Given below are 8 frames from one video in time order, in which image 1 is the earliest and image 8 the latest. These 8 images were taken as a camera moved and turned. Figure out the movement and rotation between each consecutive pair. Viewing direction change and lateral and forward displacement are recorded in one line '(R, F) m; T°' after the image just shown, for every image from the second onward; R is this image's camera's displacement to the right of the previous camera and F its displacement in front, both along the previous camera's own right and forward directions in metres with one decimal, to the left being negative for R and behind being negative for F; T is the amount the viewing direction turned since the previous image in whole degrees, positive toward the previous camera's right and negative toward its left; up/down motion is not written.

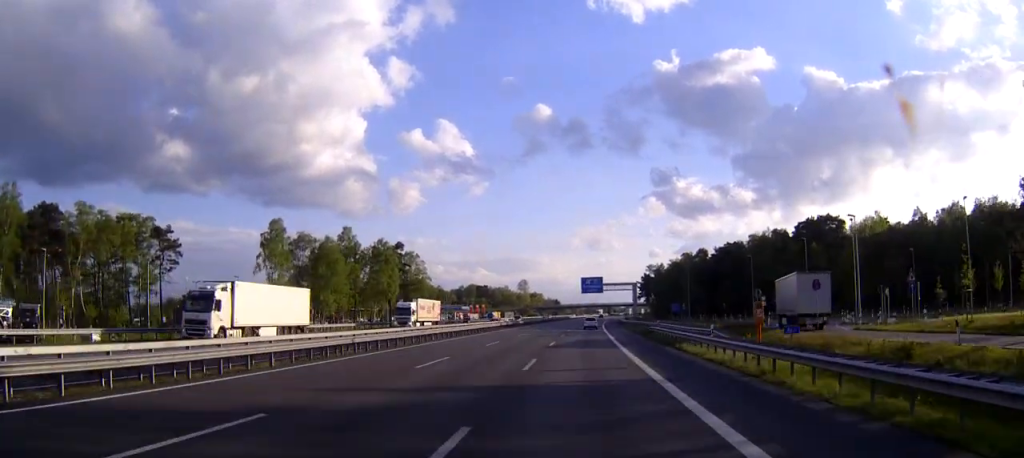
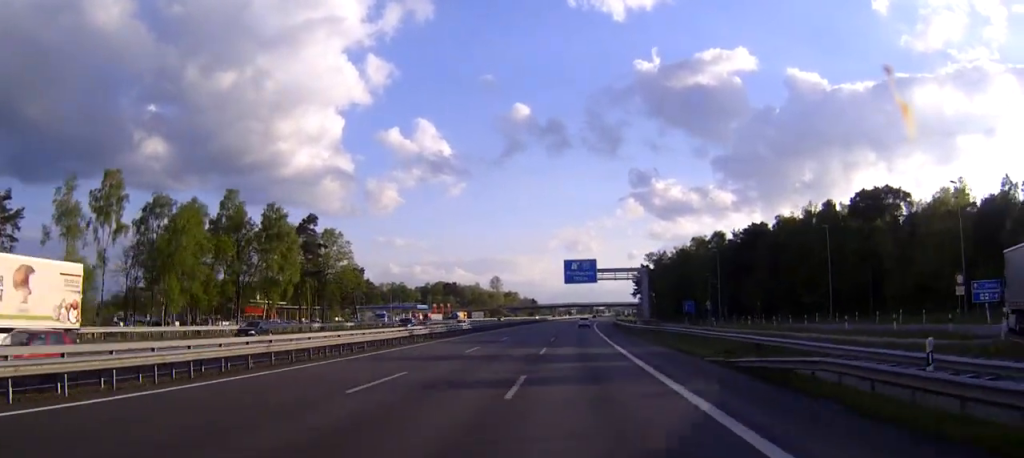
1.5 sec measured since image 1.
(+0.4, +43.6) m; +1°
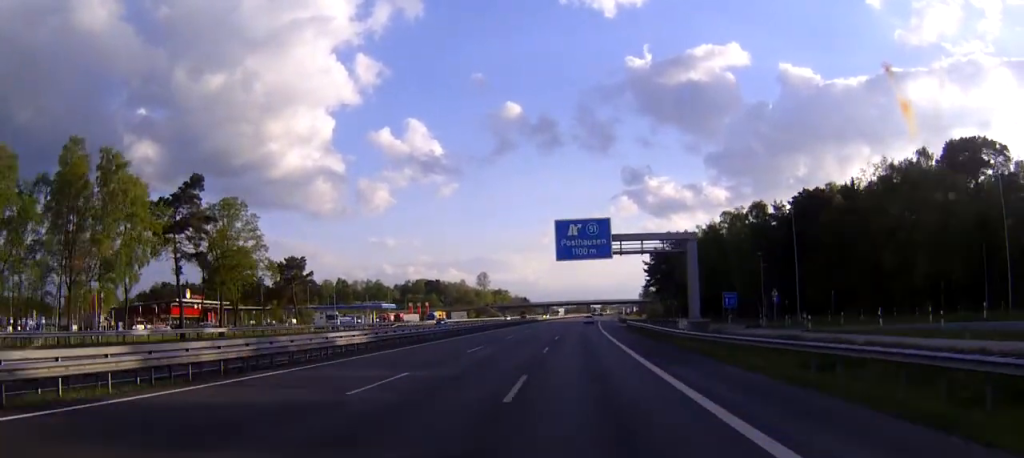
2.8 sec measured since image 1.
(+0.3, +36.0) m; +1°
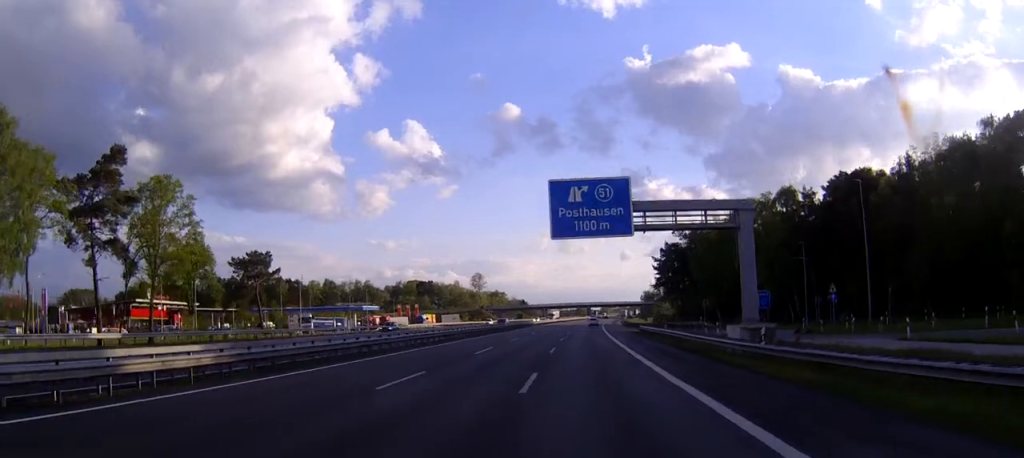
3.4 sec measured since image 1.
(0.0, +16.1) m; +1°
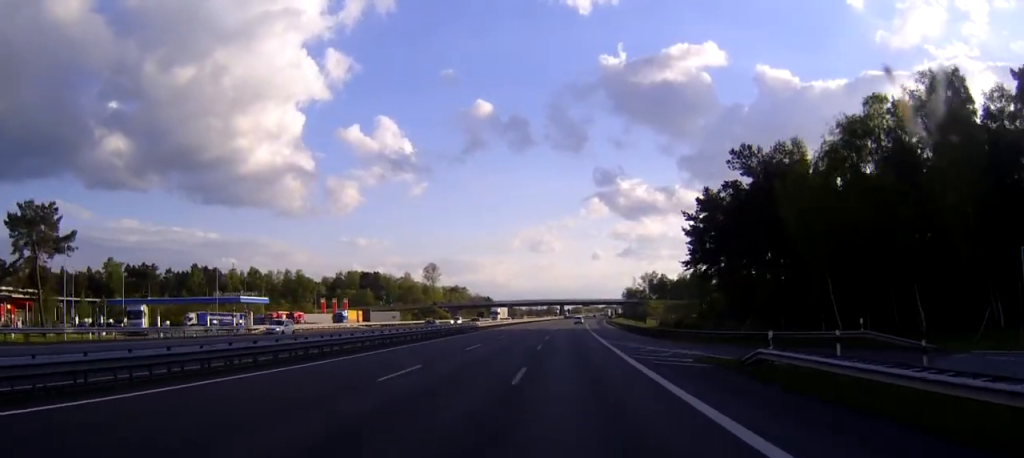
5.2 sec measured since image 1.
(+1.0, +52.2) m; +2°
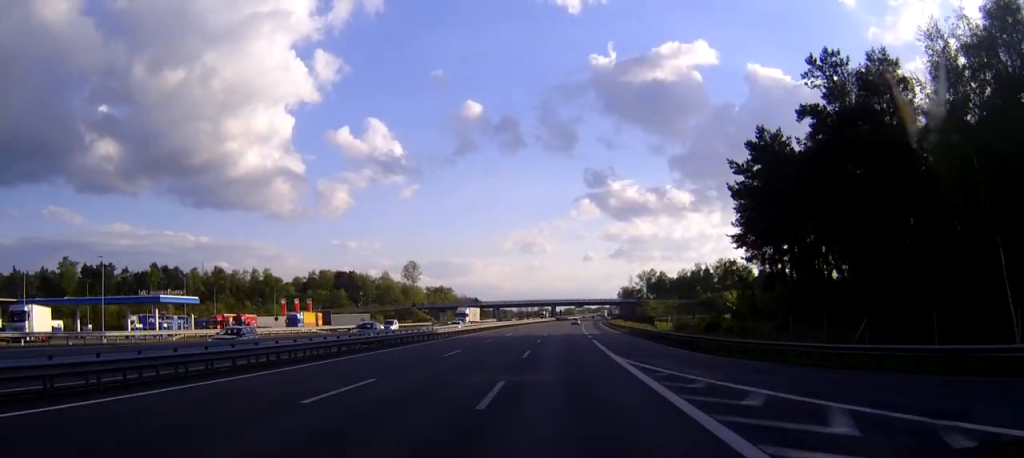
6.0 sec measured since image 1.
(+0.1, +22.7) m; +1°
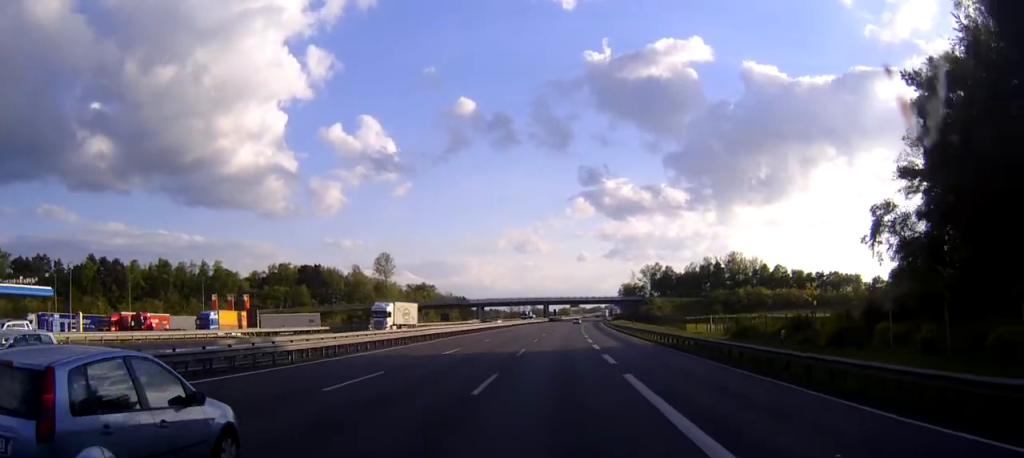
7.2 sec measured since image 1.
(+0.2, +33.2) m; 0°
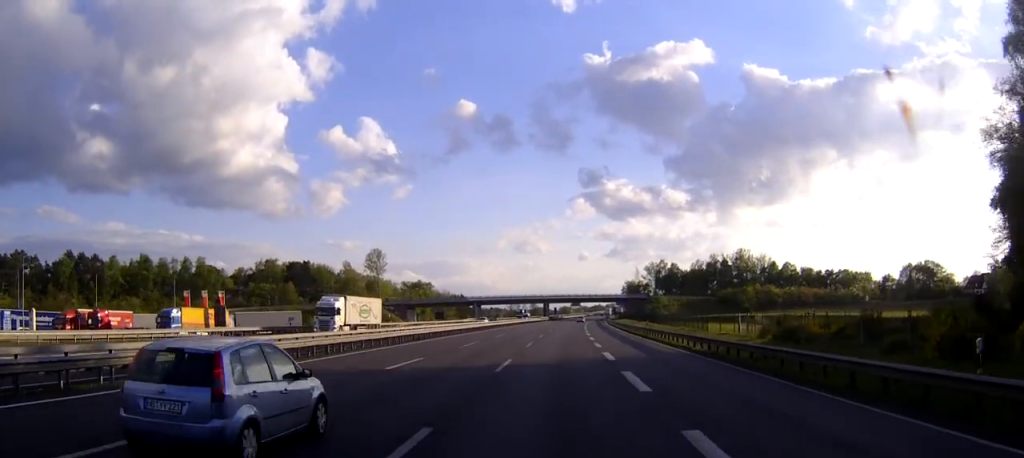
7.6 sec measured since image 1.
(0.0, +11.4) m; 0°
